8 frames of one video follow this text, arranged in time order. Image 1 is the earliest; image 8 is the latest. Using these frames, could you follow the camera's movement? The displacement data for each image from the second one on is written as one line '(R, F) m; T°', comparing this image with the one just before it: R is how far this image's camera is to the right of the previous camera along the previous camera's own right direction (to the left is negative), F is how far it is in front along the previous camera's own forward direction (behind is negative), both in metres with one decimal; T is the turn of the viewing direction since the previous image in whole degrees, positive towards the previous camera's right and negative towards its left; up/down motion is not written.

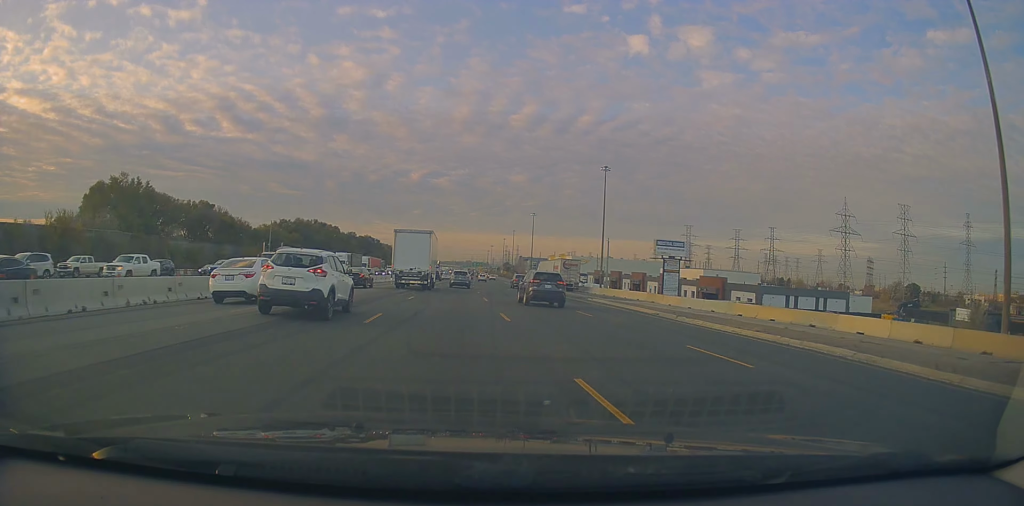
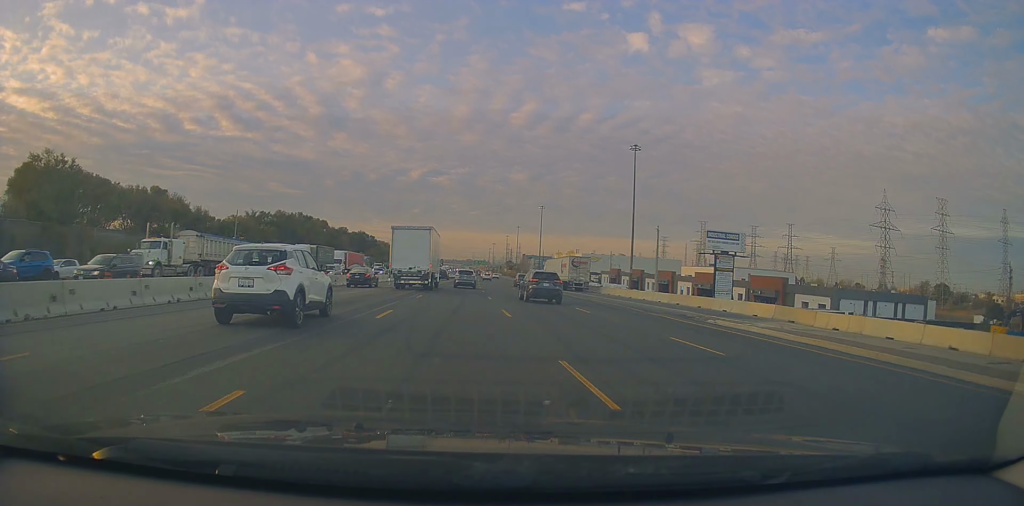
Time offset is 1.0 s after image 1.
(0.0, +22.4) m; 0°
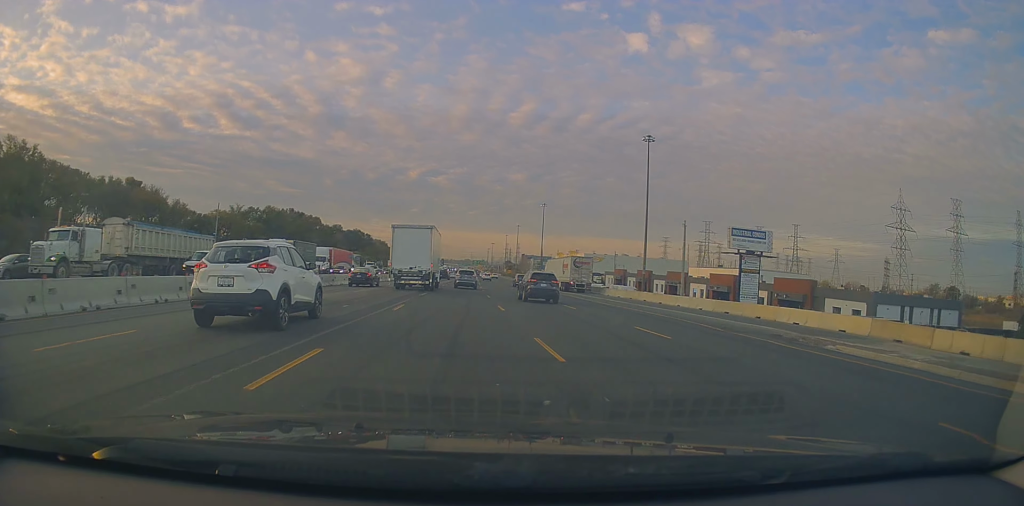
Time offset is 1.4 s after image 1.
(+0.1, +8.8) m; 0°
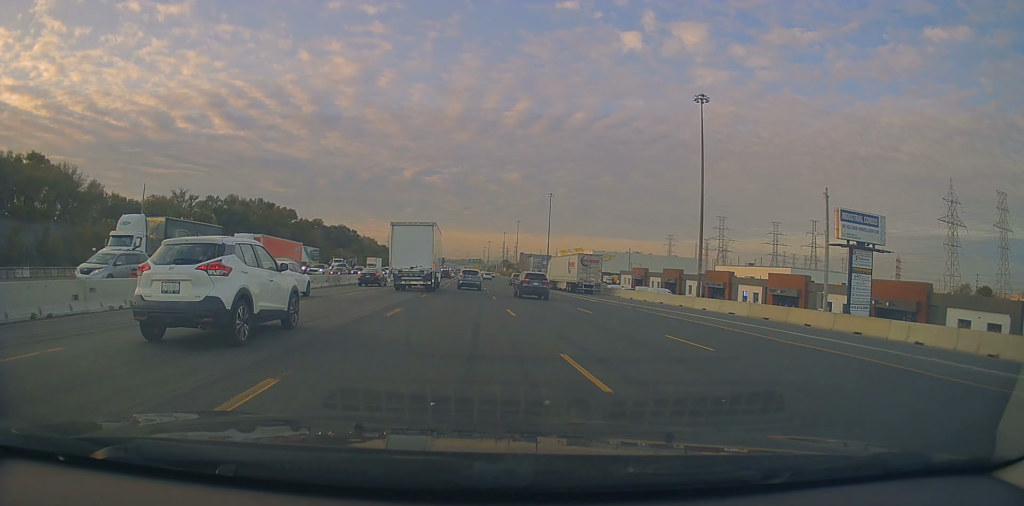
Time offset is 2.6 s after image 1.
(+0.1, +26.2) m; +1°
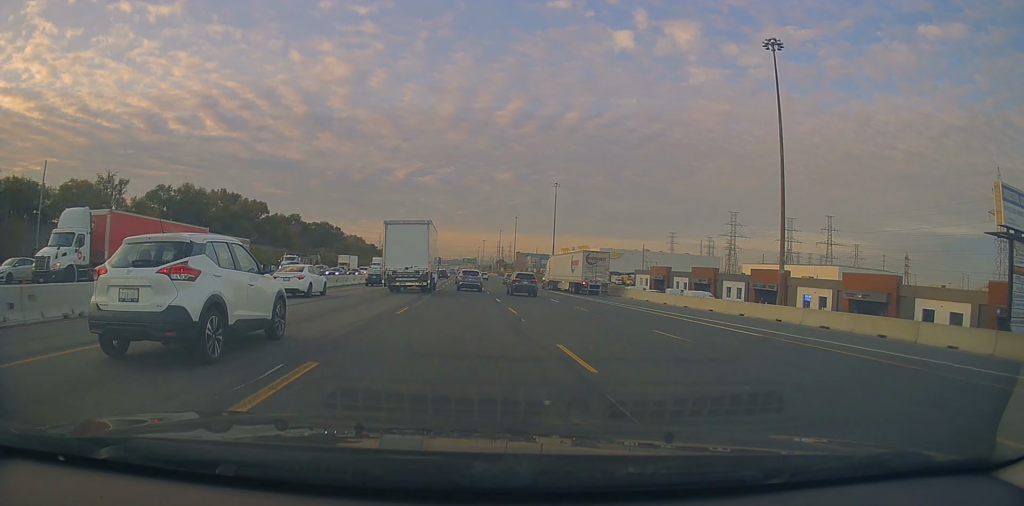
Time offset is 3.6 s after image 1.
(+0.3, +22.5) m; 0°
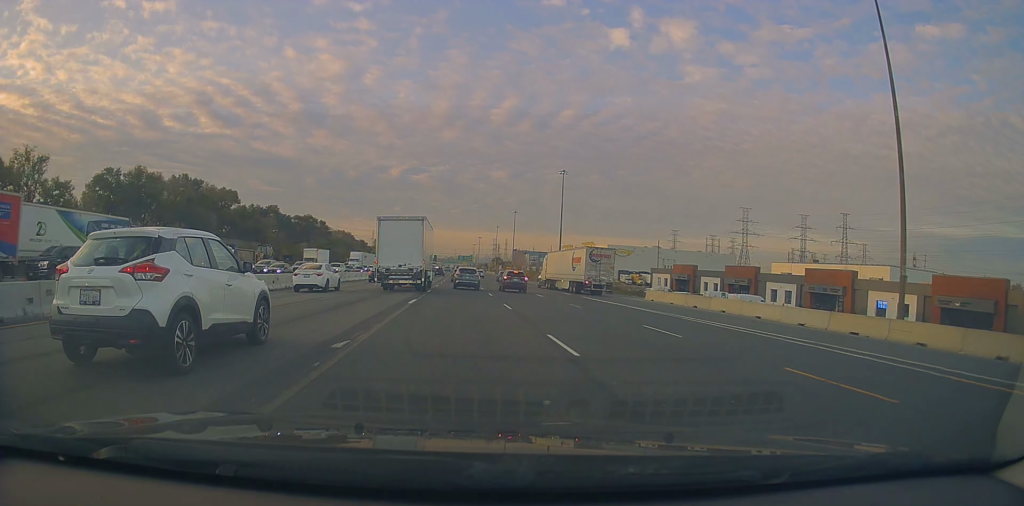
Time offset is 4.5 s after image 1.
(-0.1, +18.8) m; 0°
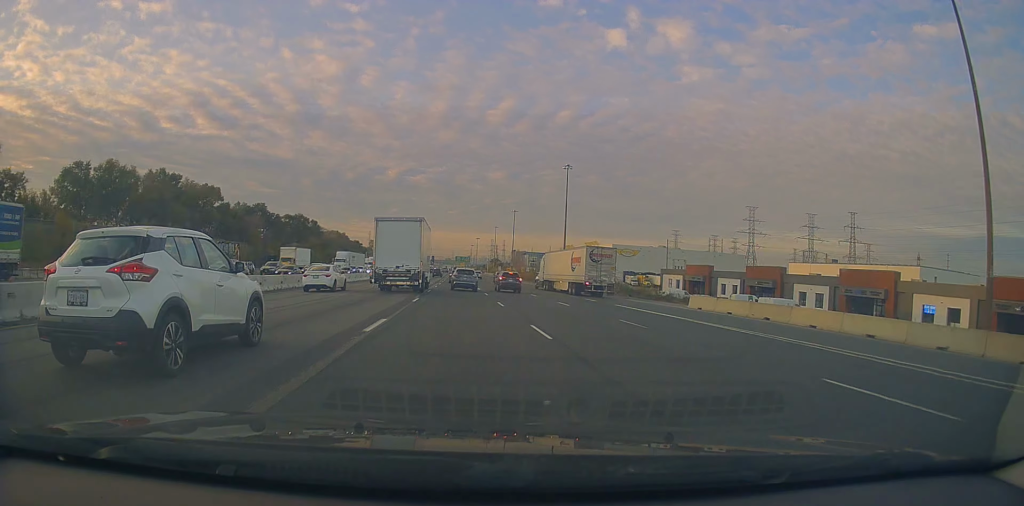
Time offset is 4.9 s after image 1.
(-0.1, +9.4) m; 0°
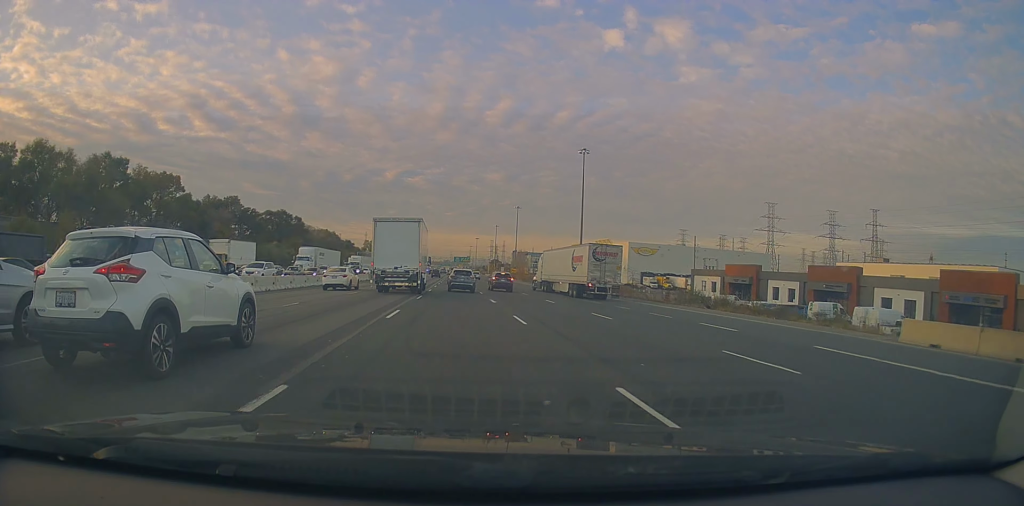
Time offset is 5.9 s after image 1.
(+0.3, +20.1) m; 0°
